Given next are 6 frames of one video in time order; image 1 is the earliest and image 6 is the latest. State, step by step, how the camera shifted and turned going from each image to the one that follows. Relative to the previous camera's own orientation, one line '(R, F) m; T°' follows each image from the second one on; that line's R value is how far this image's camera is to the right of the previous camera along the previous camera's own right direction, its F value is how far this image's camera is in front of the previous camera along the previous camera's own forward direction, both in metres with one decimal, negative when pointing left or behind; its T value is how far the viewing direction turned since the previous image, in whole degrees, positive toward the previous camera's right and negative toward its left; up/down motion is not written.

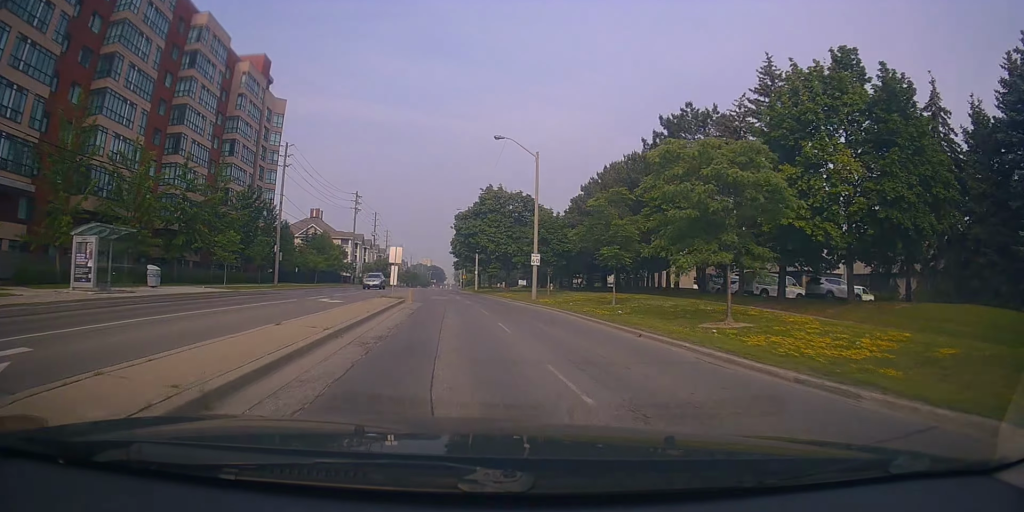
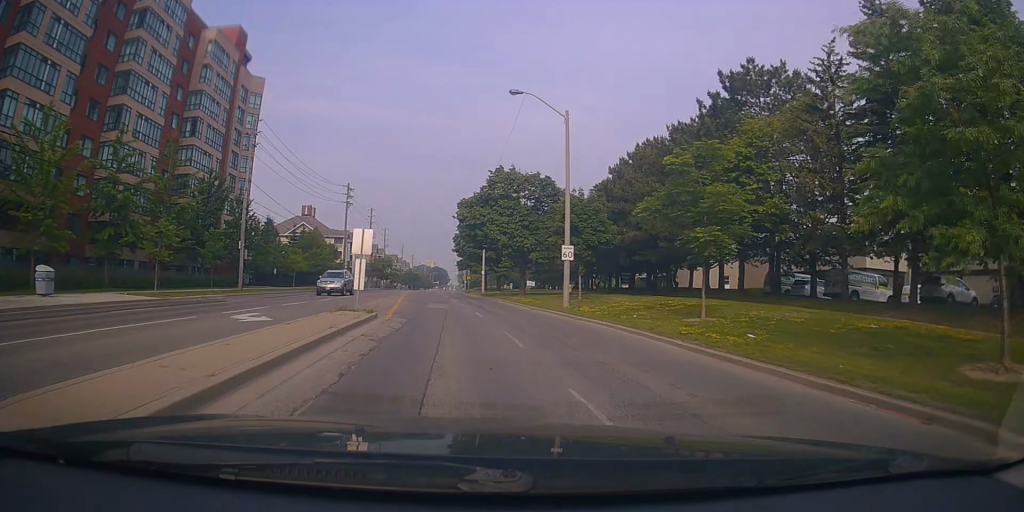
(-0.4, +10.4) m; -2°
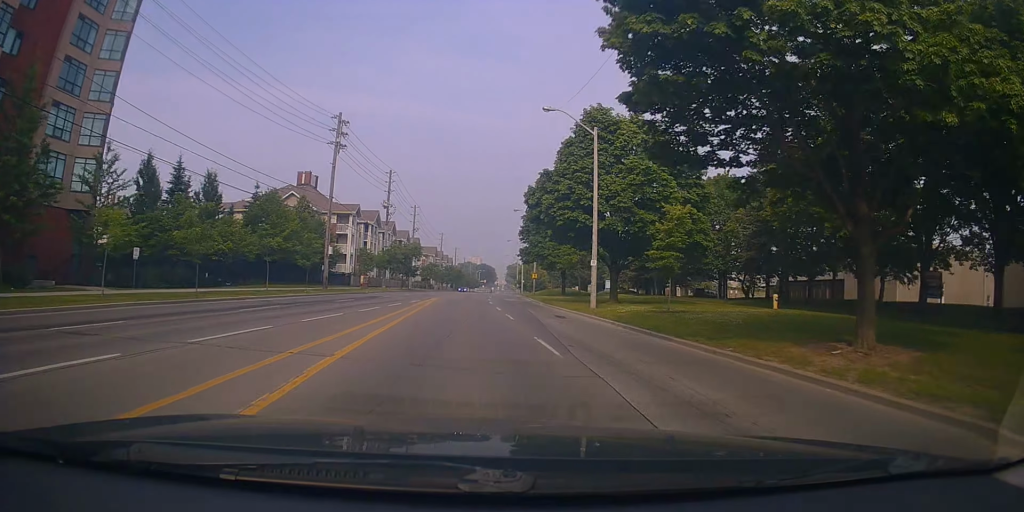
(+0.5, +36.9) m; -1°
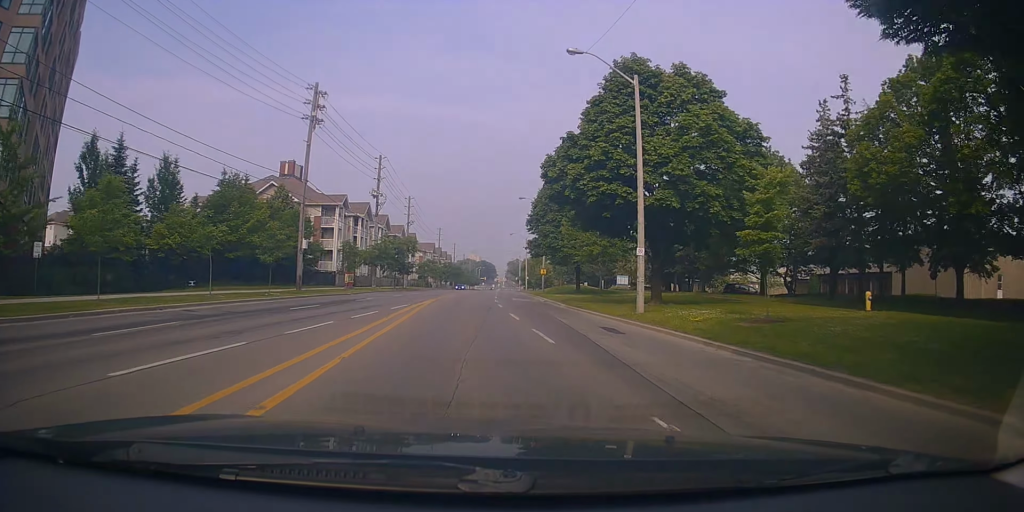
(-0.3, +8.3) m; -1°
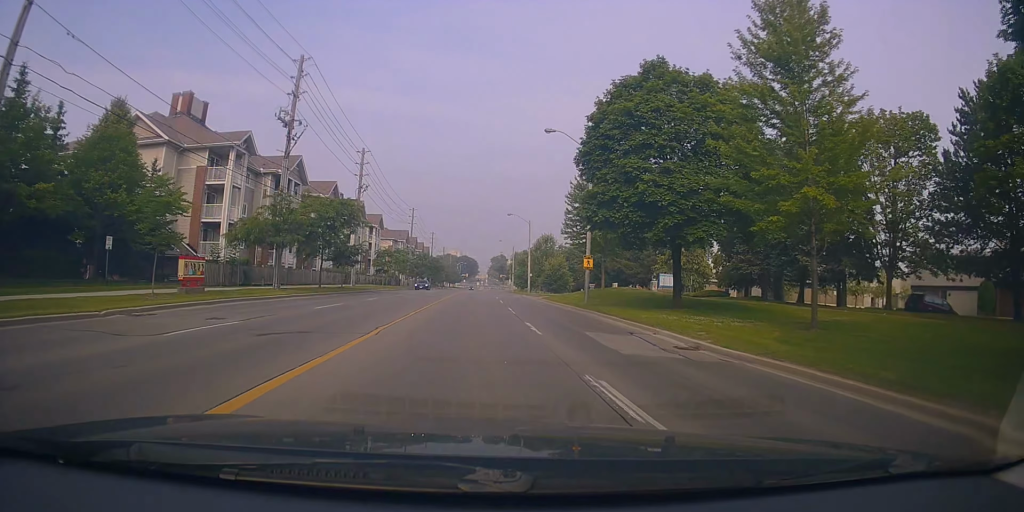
(-0.4, +31.1) m; +3°
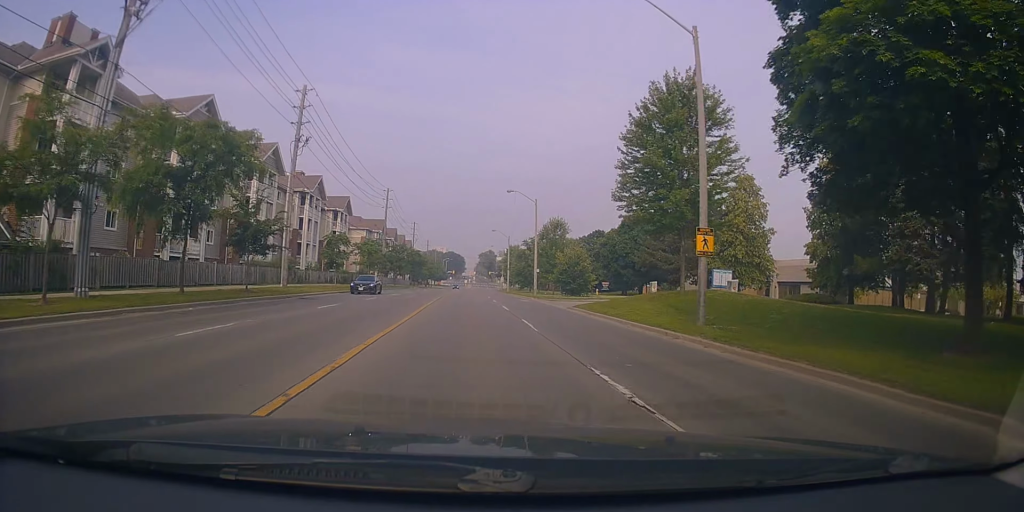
(+1.2, +19.4) m; 0°
